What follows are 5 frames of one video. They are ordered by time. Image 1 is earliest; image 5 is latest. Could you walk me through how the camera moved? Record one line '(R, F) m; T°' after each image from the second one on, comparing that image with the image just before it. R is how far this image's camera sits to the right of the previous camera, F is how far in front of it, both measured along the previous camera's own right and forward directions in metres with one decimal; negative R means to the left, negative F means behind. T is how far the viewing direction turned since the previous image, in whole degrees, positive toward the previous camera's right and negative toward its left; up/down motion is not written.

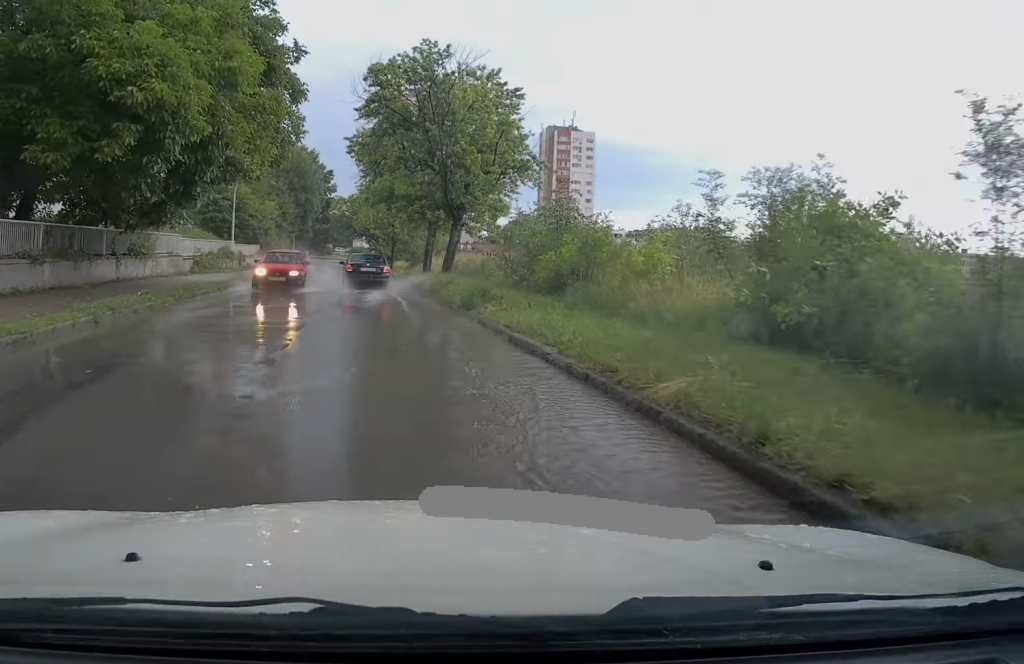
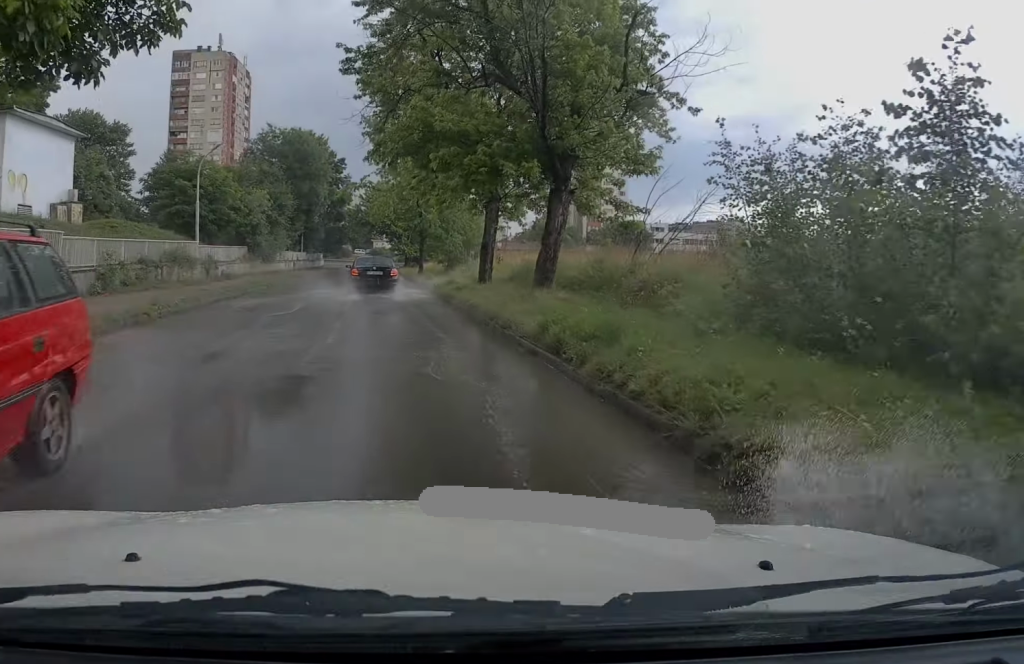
(+0.1, +15.2) m; -1°
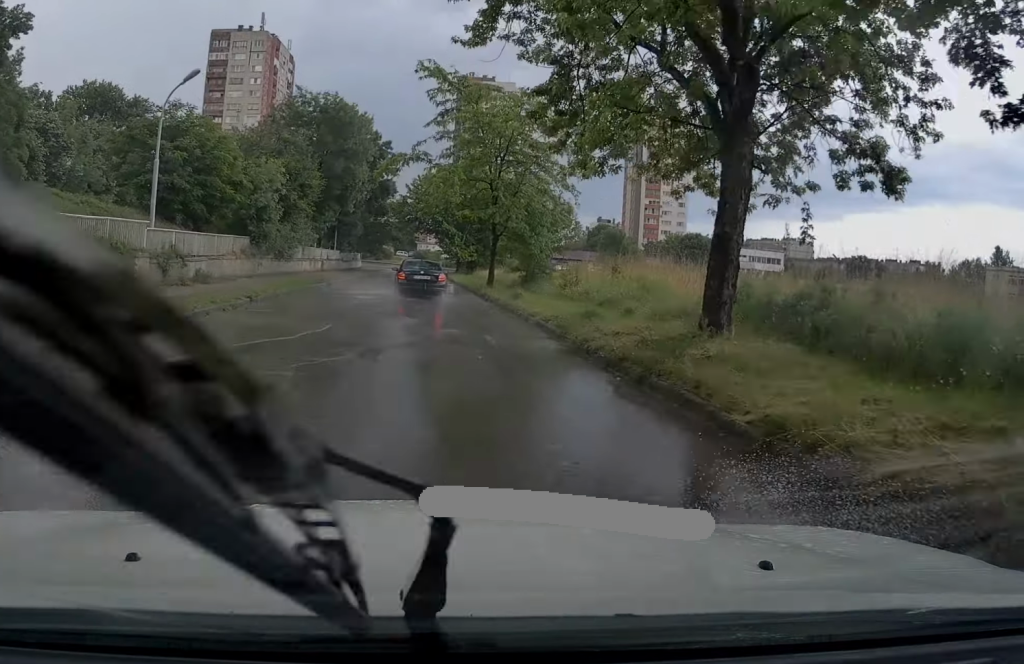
(-0.5, +13.7) m; -2°
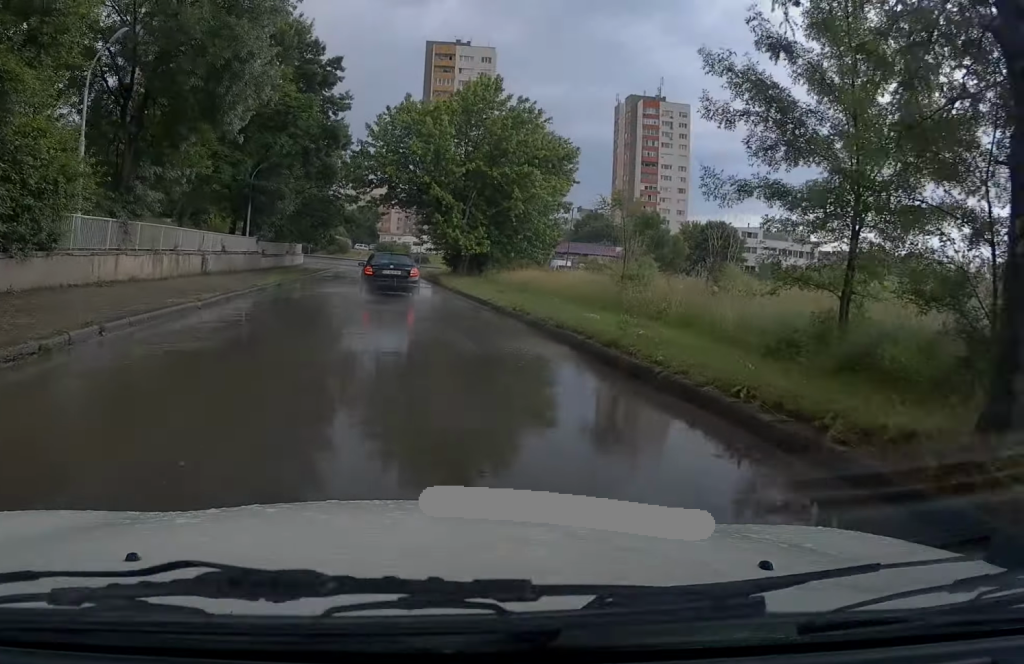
(+0.8, +28.8) m; +2°
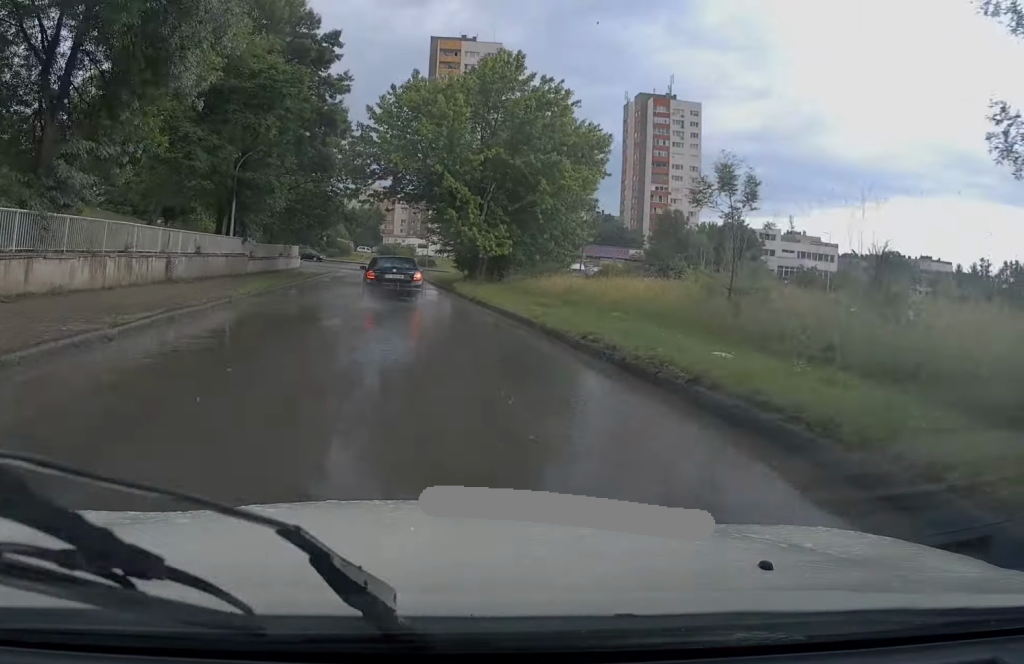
(-0.2, +5.7) m; 0°
